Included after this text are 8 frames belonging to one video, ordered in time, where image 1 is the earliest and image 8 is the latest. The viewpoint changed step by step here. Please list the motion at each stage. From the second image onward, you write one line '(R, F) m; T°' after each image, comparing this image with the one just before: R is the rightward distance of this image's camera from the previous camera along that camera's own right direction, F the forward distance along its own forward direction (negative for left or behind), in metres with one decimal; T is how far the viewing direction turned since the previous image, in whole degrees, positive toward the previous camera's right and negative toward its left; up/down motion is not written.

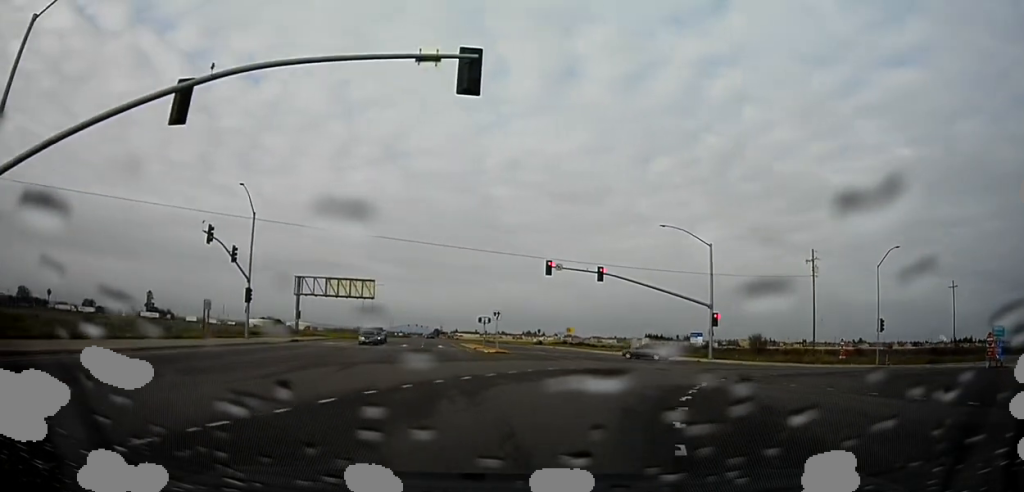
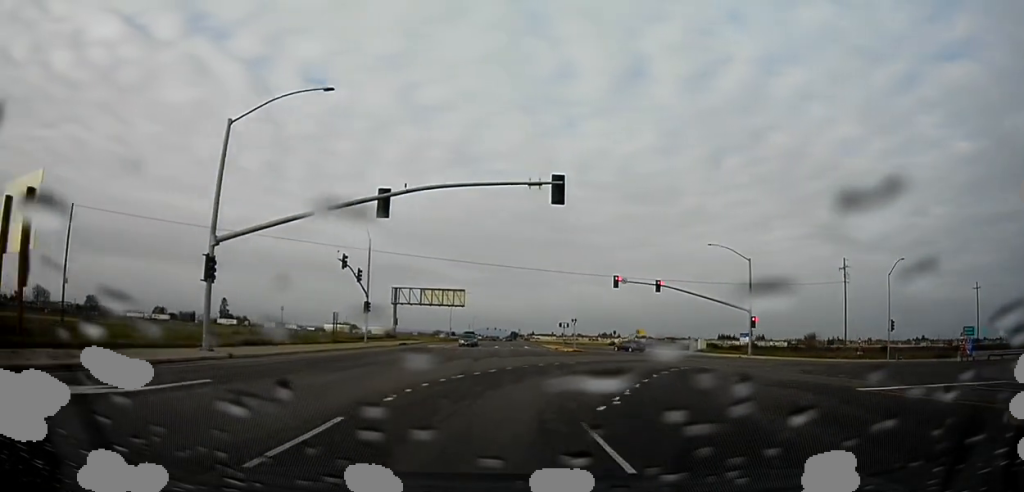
(-1.0, +10.7) m; -10°
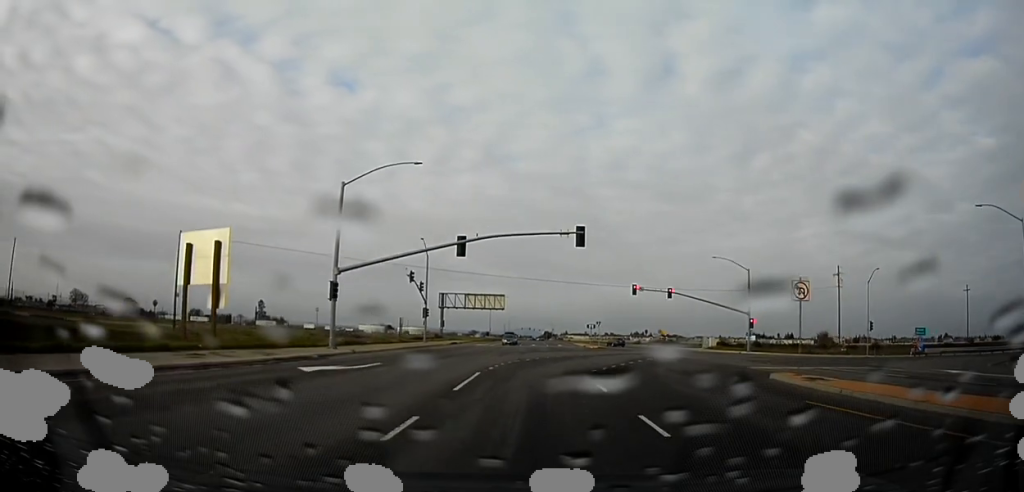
(-0.9, +11.5) m; -5°
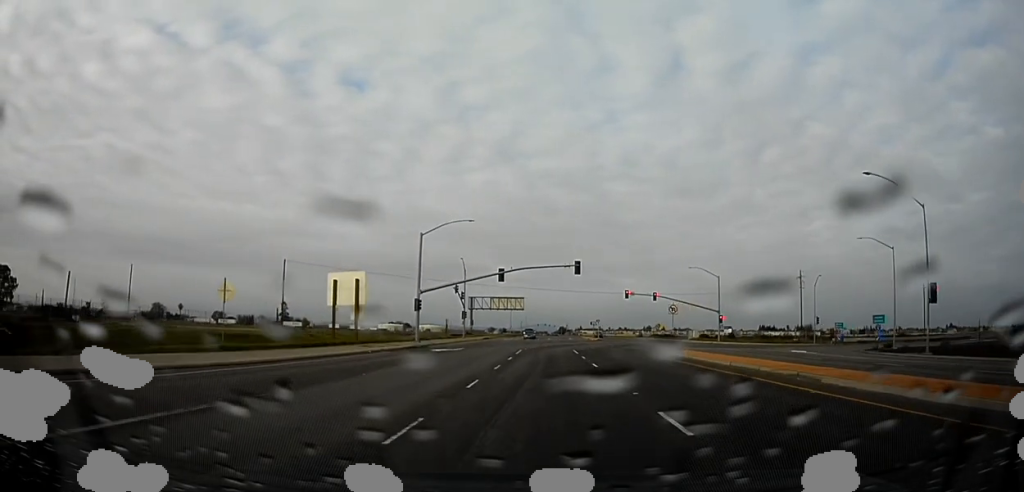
(-0.8, +19.4) m; -3°
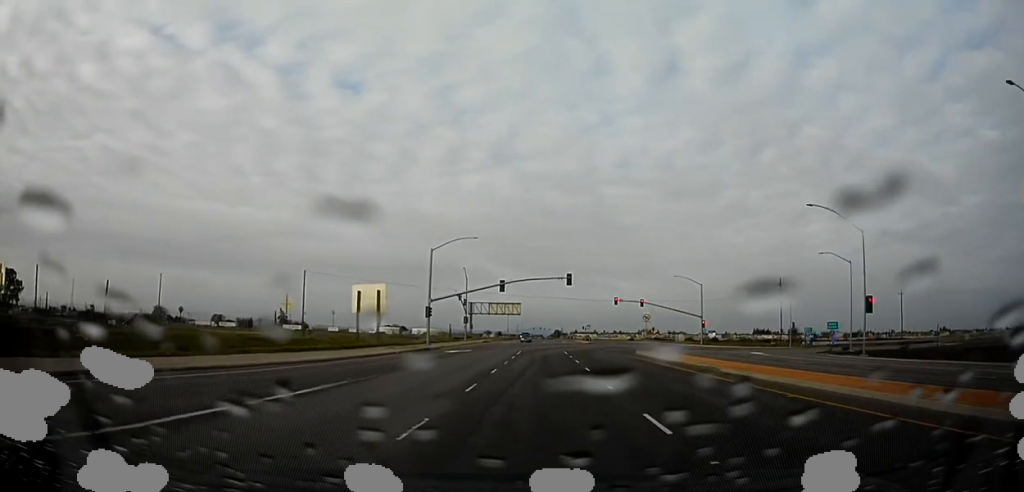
(-0.1, +7.4) m; 0°
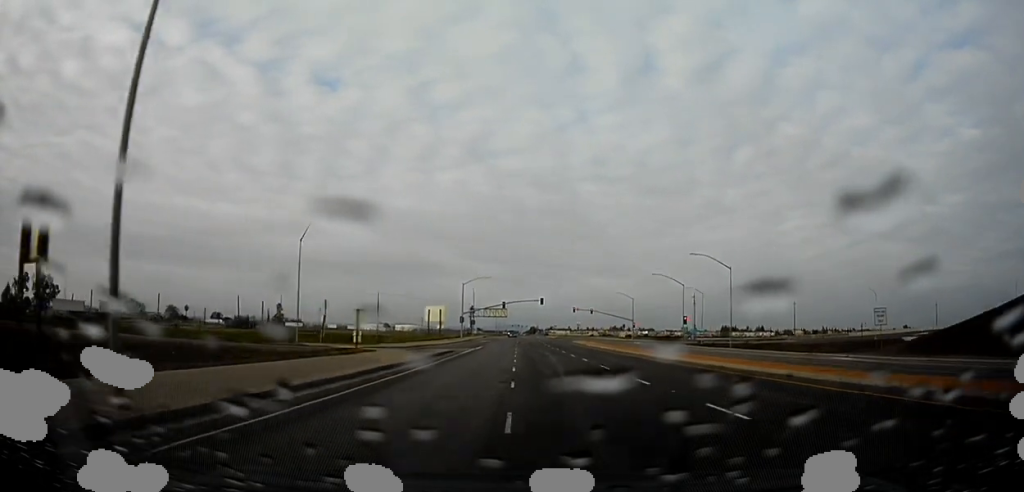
(+0.7, +47.8) m; +1°
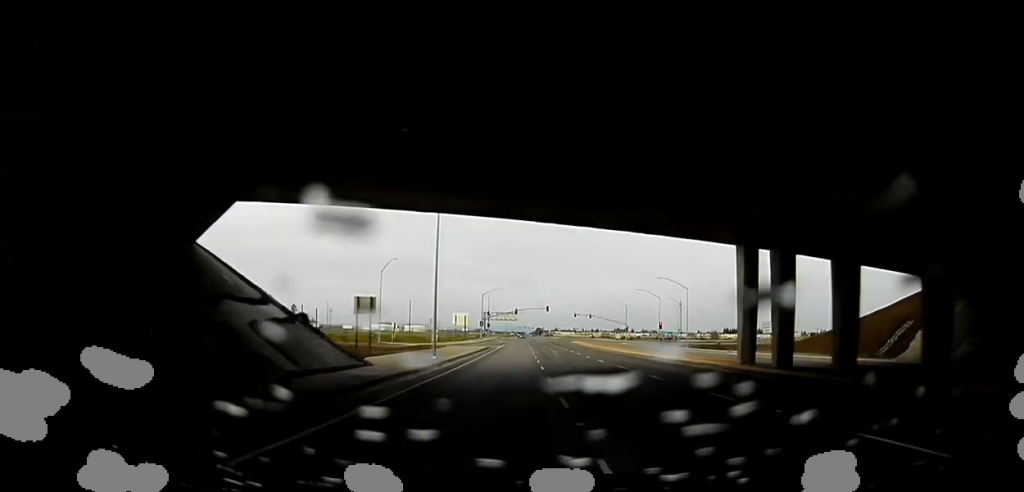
(+0.1, +24.7) m; 0°
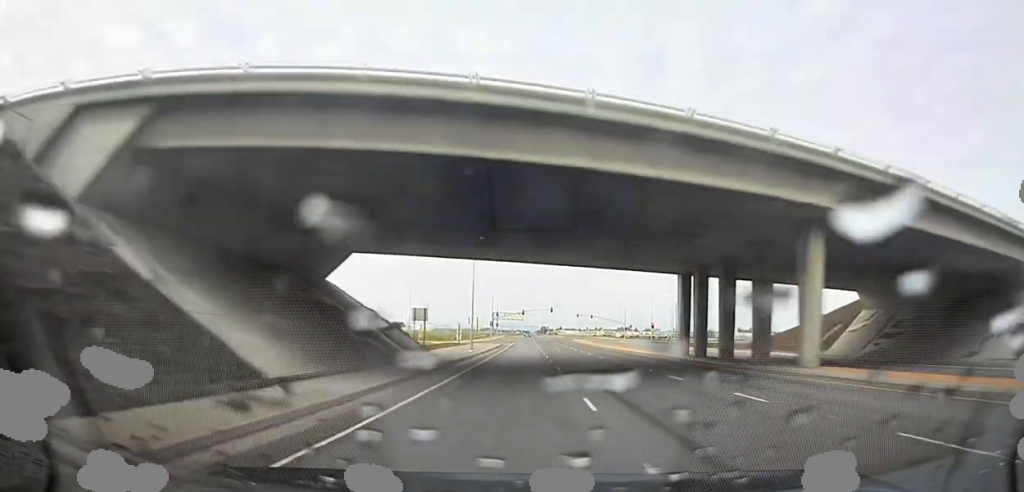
(-0.1, +13.7) m; 0°
